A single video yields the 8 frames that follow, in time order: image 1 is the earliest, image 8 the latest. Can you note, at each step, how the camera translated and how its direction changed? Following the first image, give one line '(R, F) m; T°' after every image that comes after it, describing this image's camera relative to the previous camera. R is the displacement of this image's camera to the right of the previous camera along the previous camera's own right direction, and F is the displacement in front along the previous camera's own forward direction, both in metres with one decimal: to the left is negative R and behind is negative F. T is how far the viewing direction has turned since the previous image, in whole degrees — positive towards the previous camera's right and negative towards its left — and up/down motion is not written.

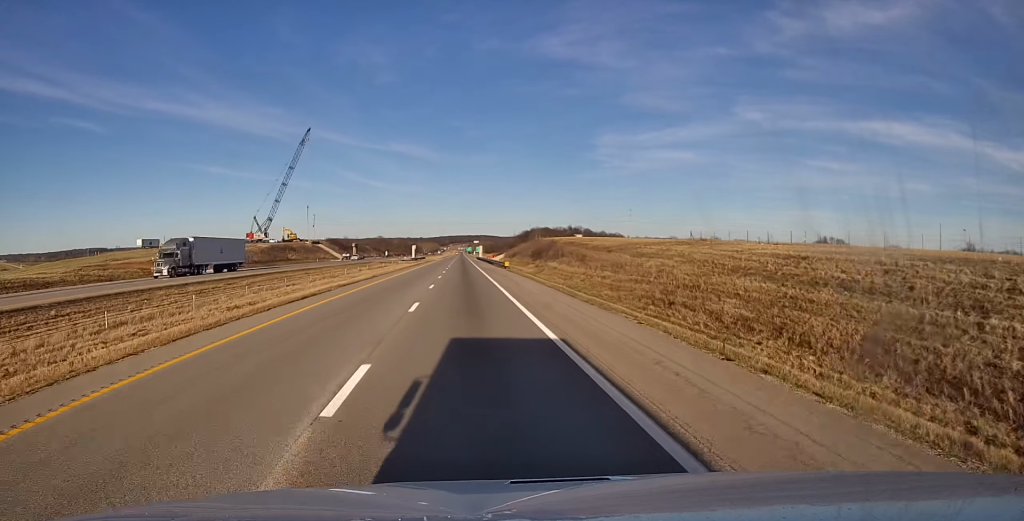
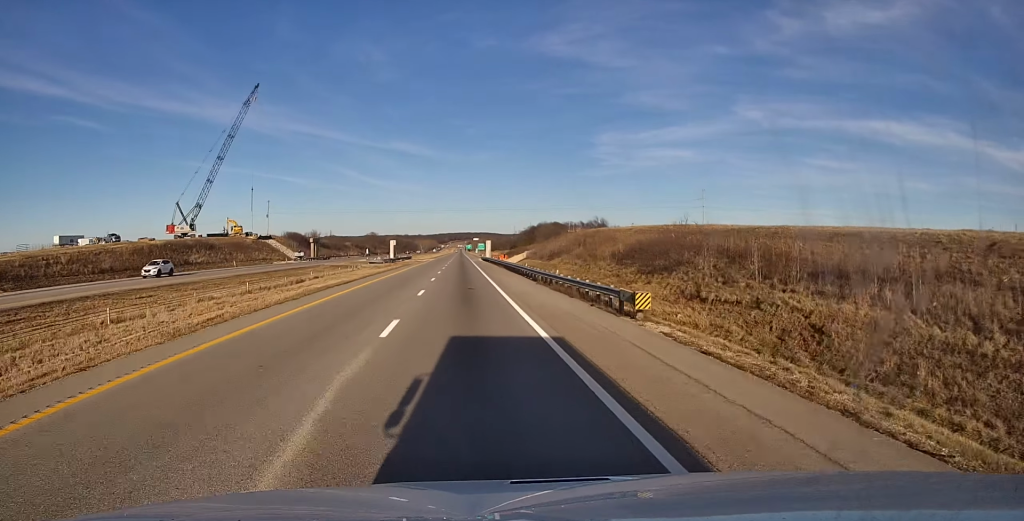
(+0.4, +54.1) m; 0°
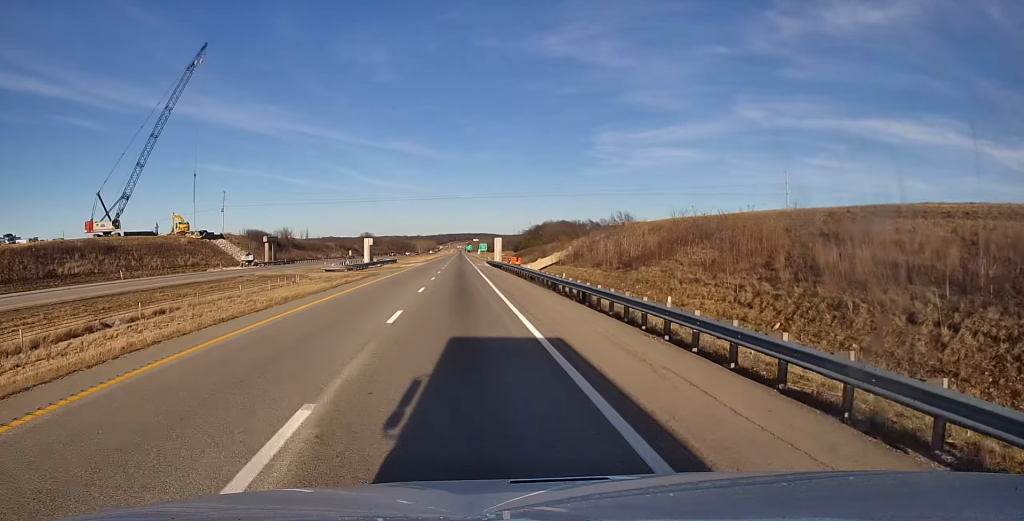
(-0.3, +33.6) m; 0°
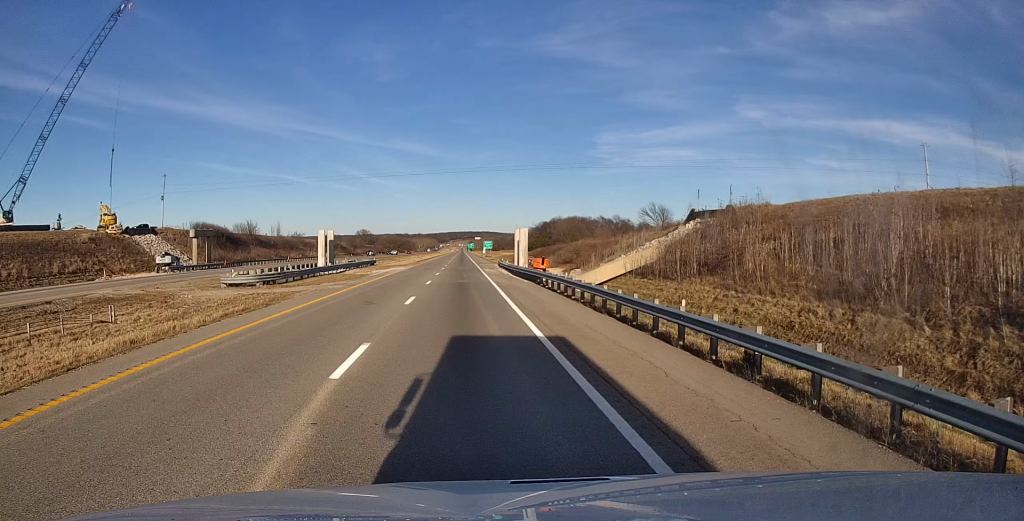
(+0.4, +31.7) m; +1°
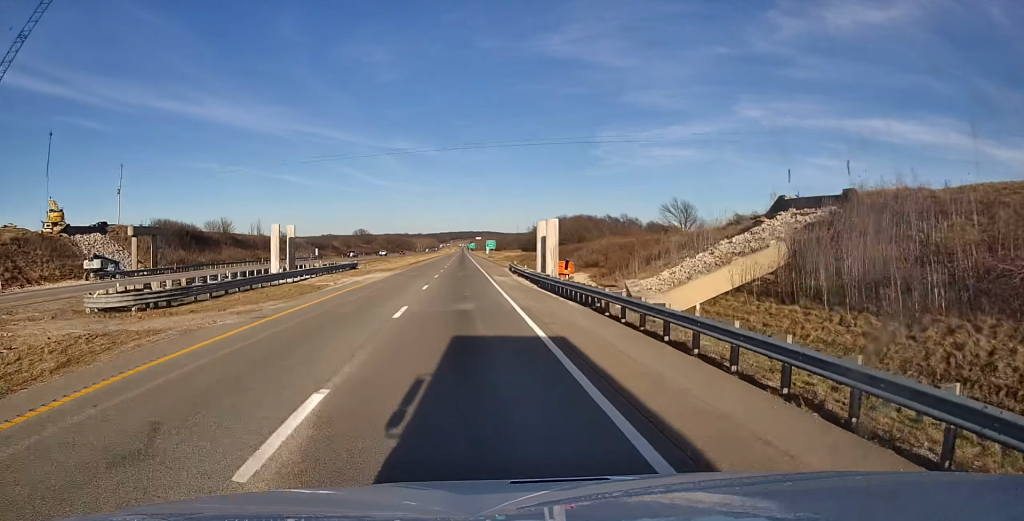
(+0.1, +16.4) m; 0°
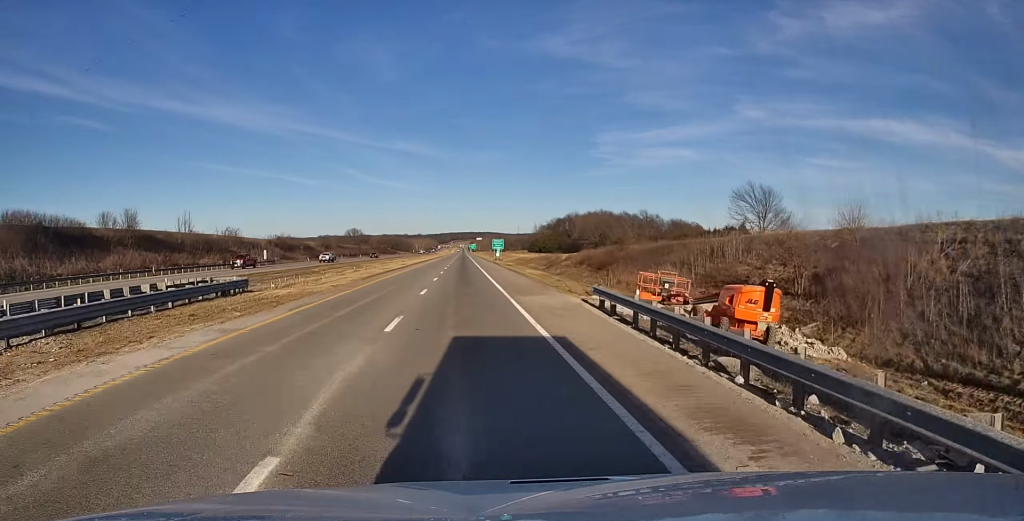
(-0.4, +39.1) m; -1°
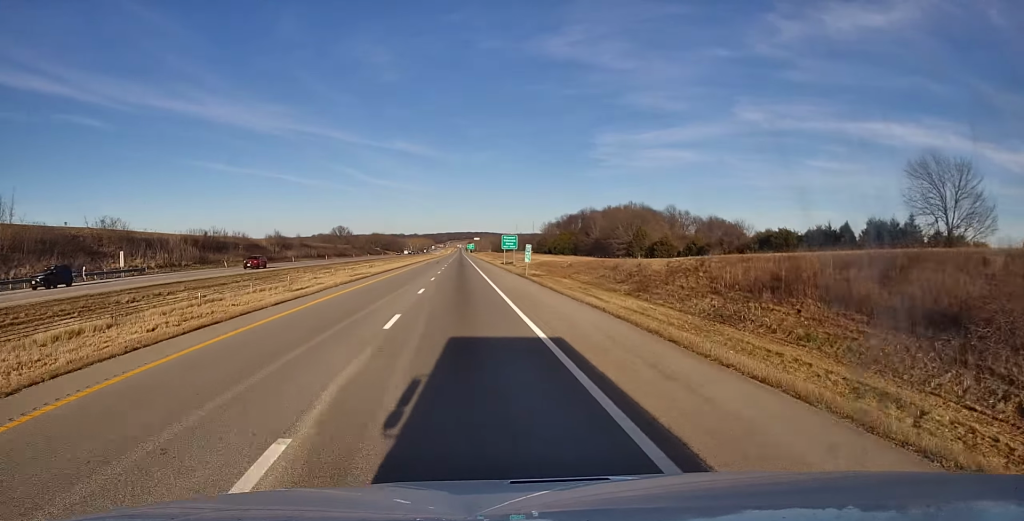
(+0.1, +47.8) m; 0°
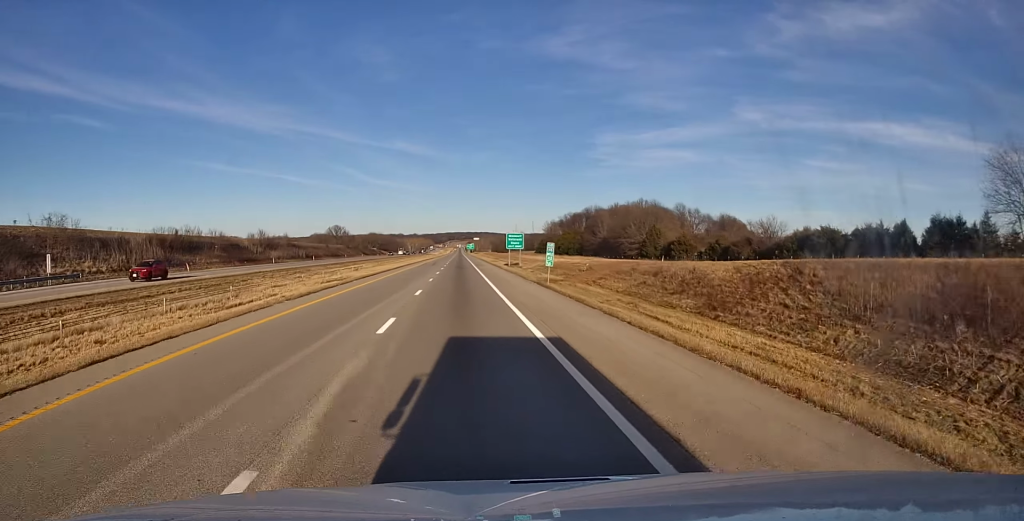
(+0.1, +13.1) m; 0°
